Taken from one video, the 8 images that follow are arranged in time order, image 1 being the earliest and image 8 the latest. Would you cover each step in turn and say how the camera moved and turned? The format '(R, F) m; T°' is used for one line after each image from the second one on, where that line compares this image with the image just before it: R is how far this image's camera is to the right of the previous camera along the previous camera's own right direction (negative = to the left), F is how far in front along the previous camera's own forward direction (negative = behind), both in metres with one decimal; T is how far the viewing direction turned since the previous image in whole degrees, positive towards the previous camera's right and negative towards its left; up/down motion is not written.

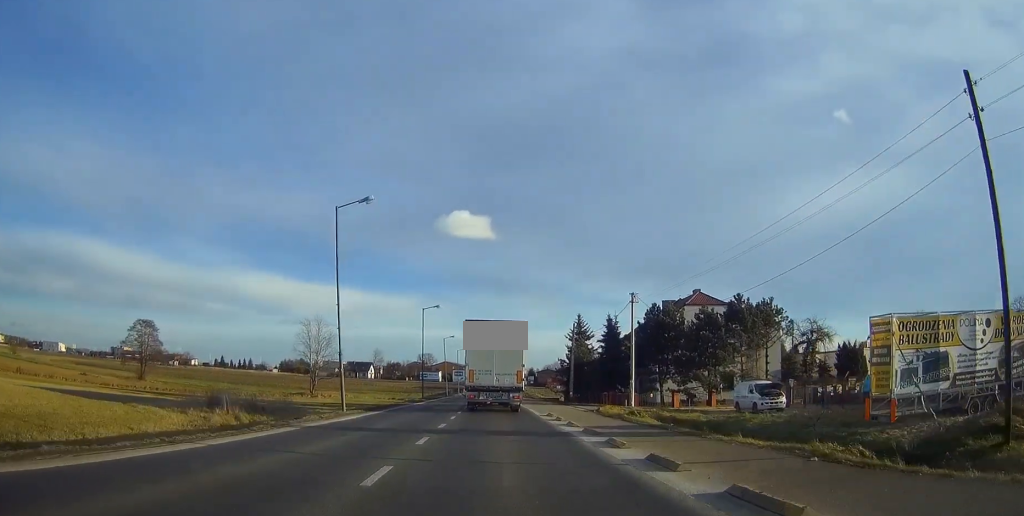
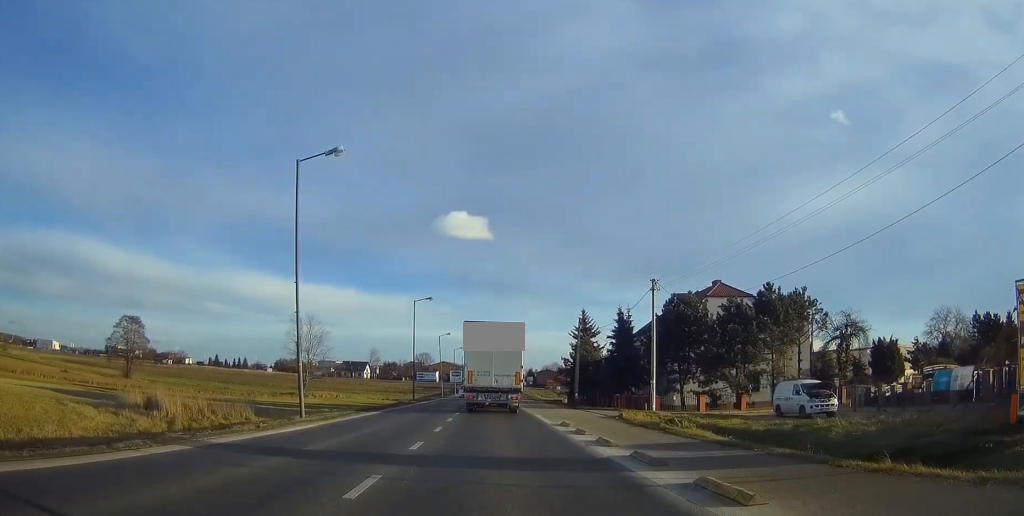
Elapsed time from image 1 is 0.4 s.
(0.0, +6.8) m; 0°
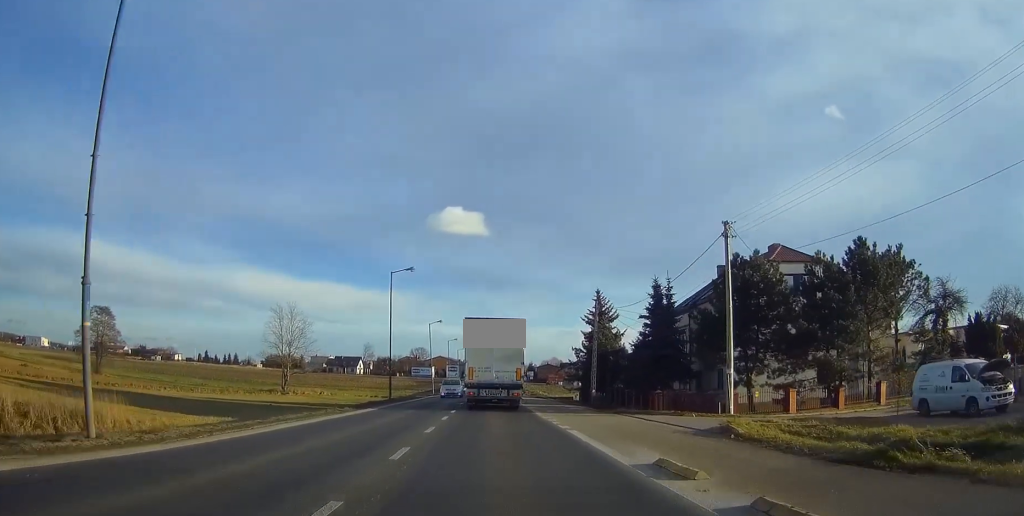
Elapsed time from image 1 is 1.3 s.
(+0.1, +13.9) m; +1°
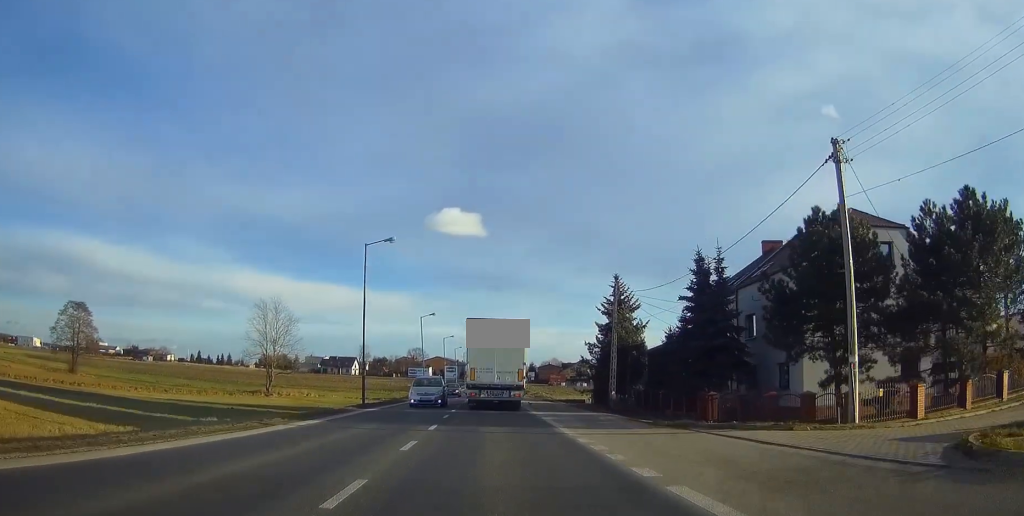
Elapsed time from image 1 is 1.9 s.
(0.0, +10.3) m; 0°
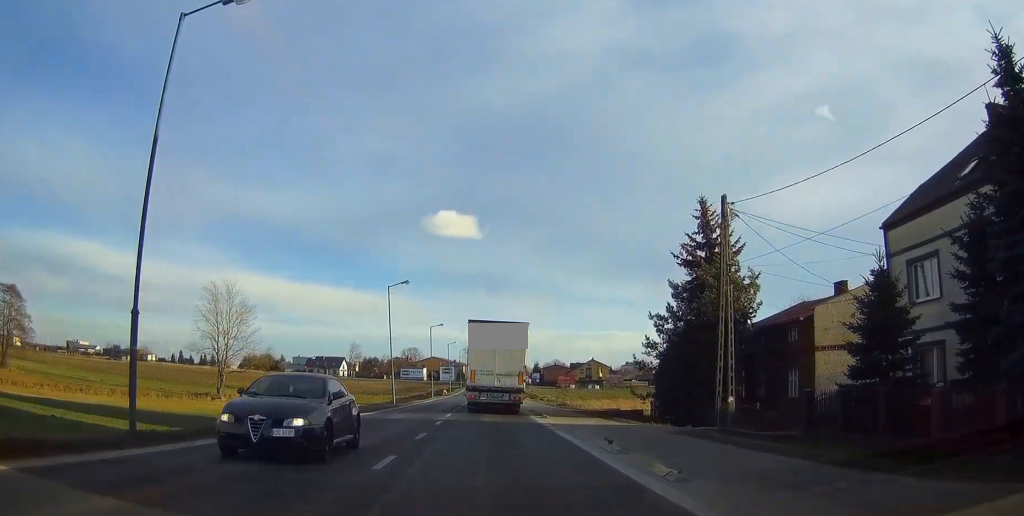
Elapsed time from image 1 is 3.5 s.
(-0.1, +26.3) m; -1°
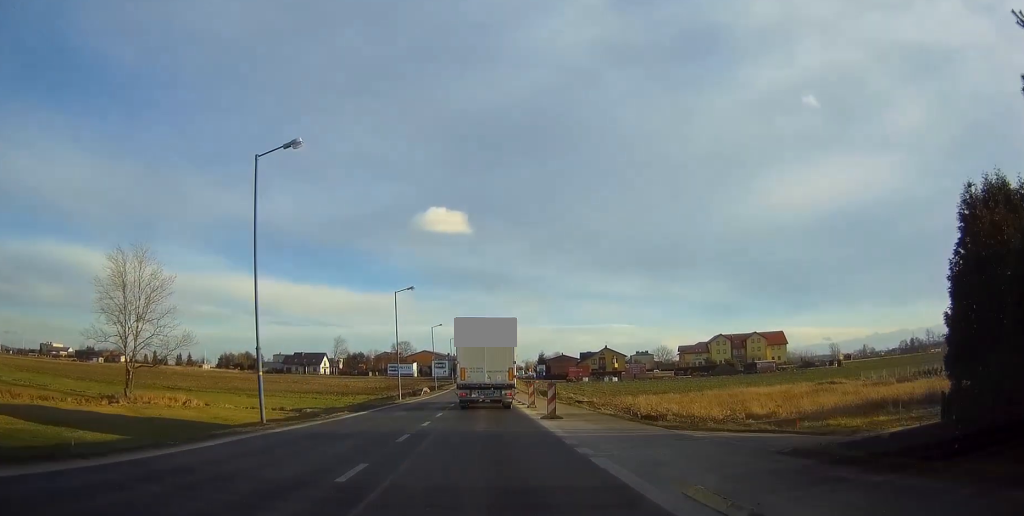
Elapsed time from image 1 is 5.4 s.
(+0.3, +31.3) m; +1°
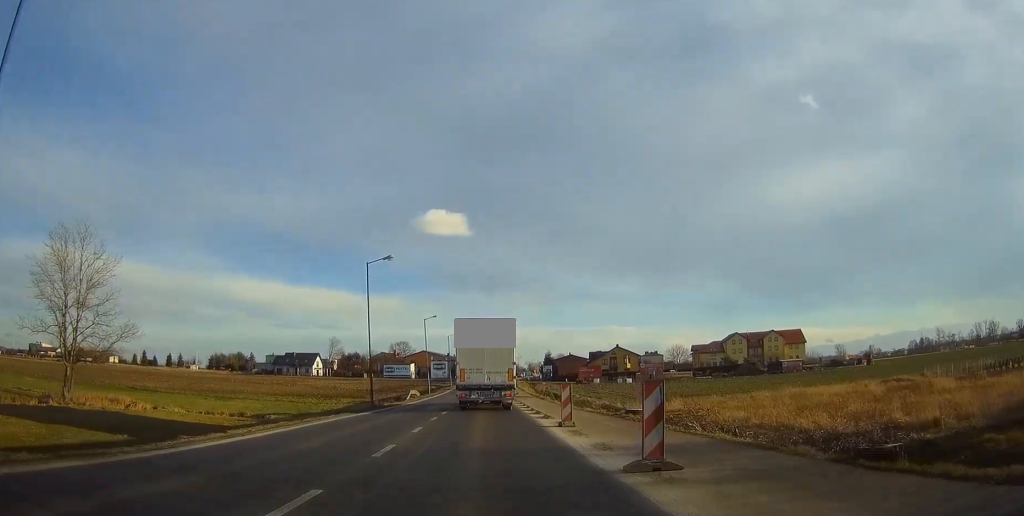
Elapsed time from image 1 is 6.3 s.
(-0.1, +14.8) m; 0°
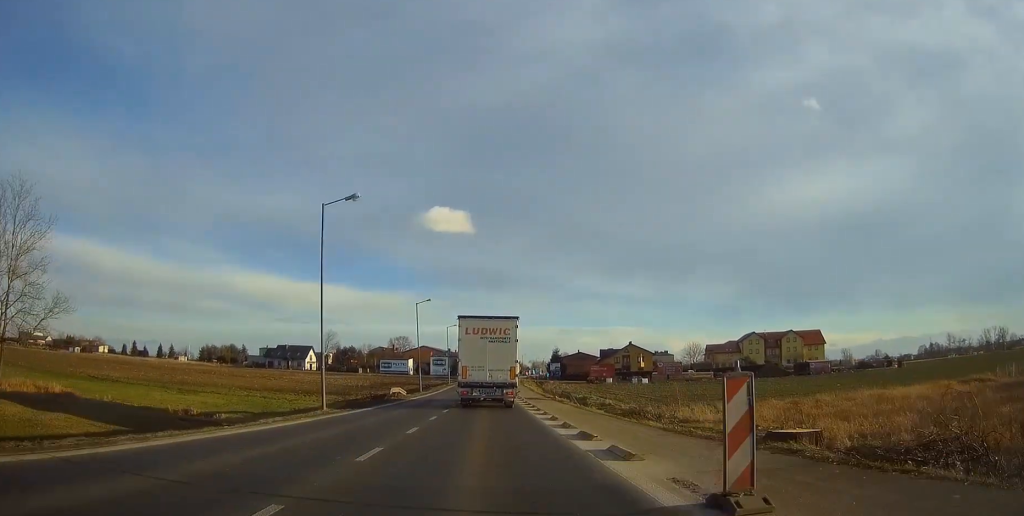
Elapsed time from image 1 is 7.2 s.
(-0.1, +13.7) m; 0°
